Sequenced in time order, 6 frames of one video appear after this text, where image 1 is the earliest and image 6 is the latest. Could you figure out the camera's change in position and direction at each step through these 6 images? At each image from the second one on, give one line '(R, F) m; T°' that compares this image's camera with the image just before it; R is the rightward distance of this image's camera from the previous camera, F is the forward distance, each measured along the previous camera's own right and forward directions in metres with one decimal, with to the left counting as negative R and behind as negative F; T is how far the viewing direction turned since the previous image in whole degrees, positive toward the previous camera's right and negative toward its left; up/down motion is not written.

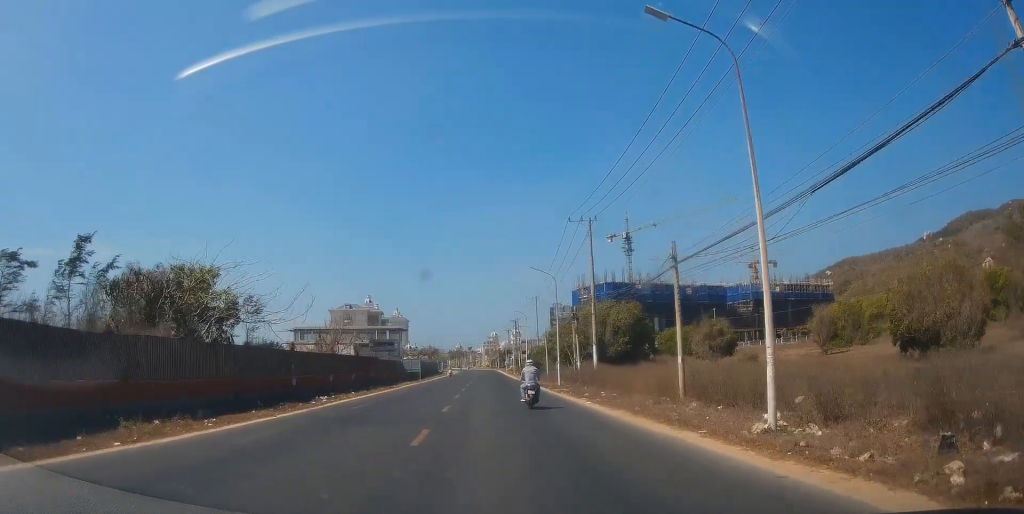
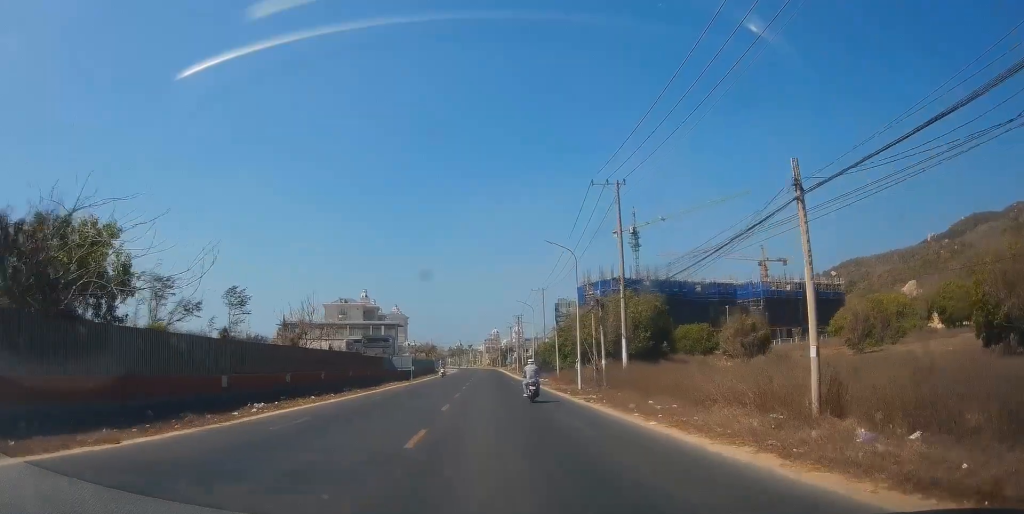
(0.0, +9.3) m; -1°
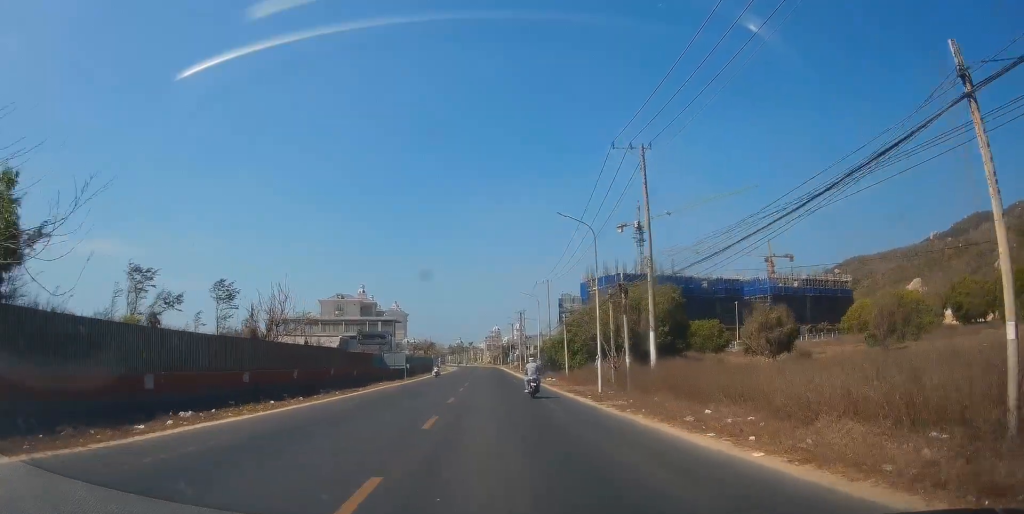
(-0.3, +5.9) m; -1°
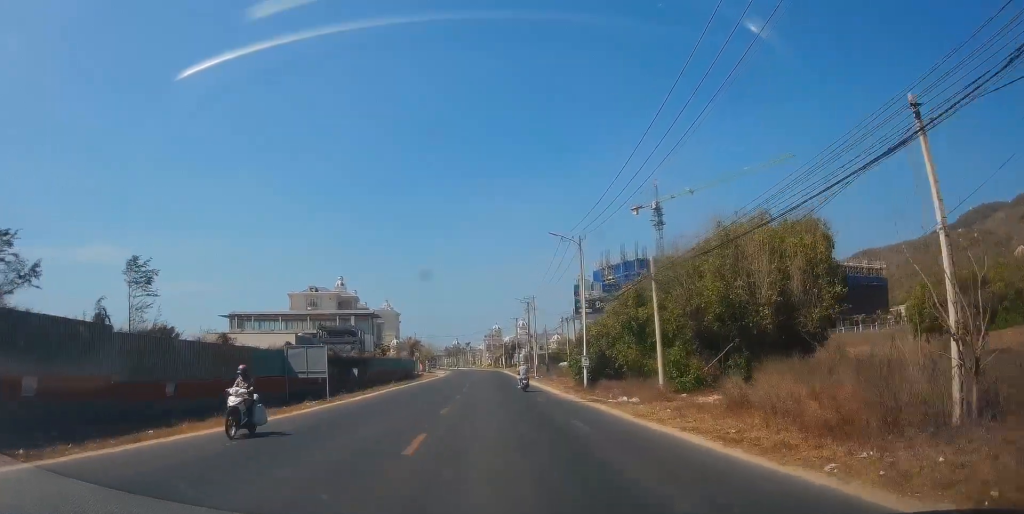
(-0.2, +29.7) m; 0°
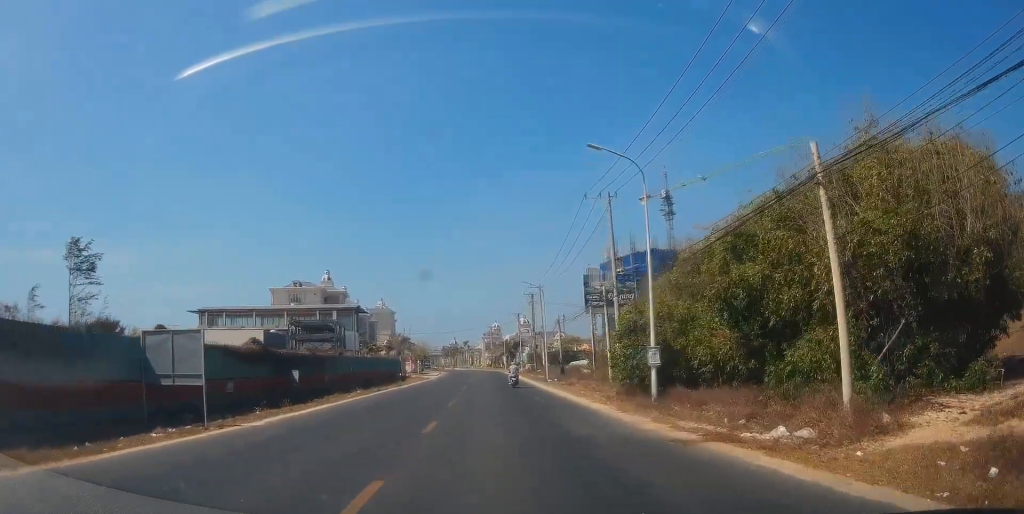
(+0.1, +14.4) m; 0°
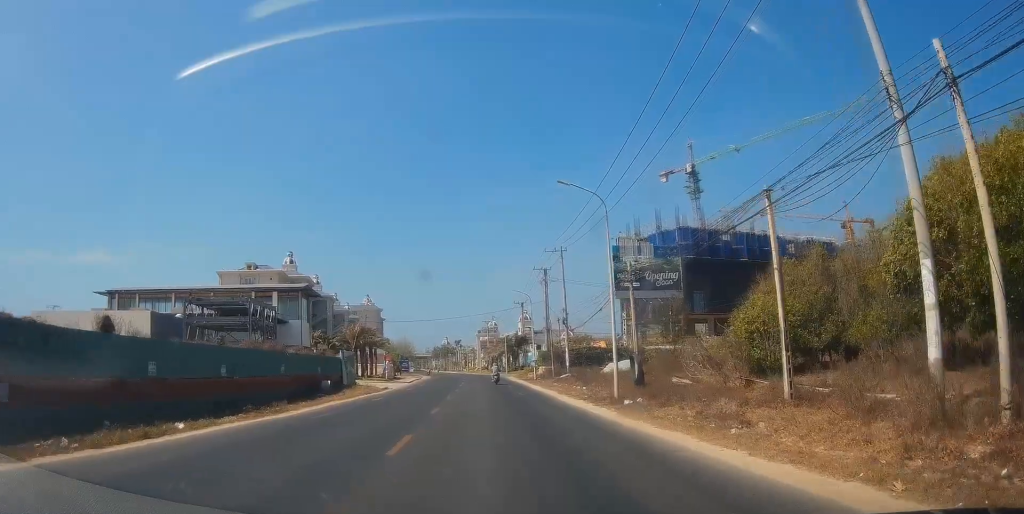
(0.0, +29.7) m; +1°
